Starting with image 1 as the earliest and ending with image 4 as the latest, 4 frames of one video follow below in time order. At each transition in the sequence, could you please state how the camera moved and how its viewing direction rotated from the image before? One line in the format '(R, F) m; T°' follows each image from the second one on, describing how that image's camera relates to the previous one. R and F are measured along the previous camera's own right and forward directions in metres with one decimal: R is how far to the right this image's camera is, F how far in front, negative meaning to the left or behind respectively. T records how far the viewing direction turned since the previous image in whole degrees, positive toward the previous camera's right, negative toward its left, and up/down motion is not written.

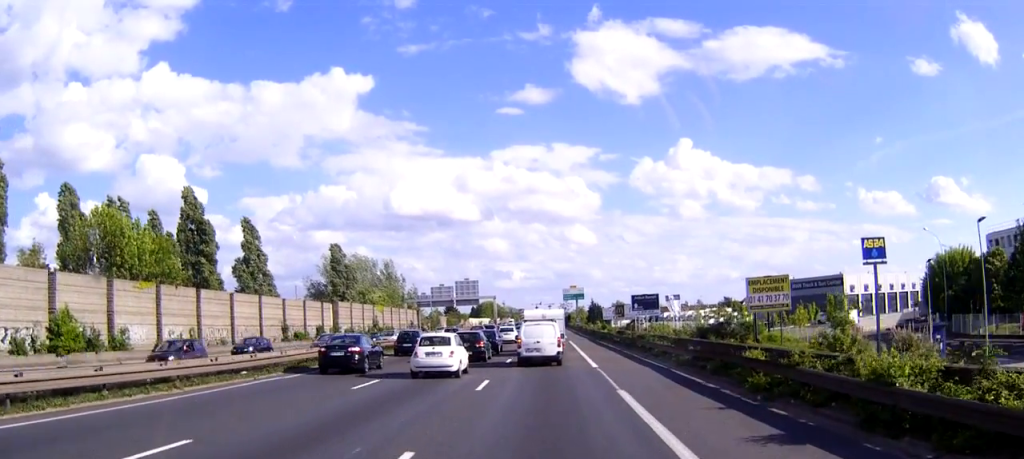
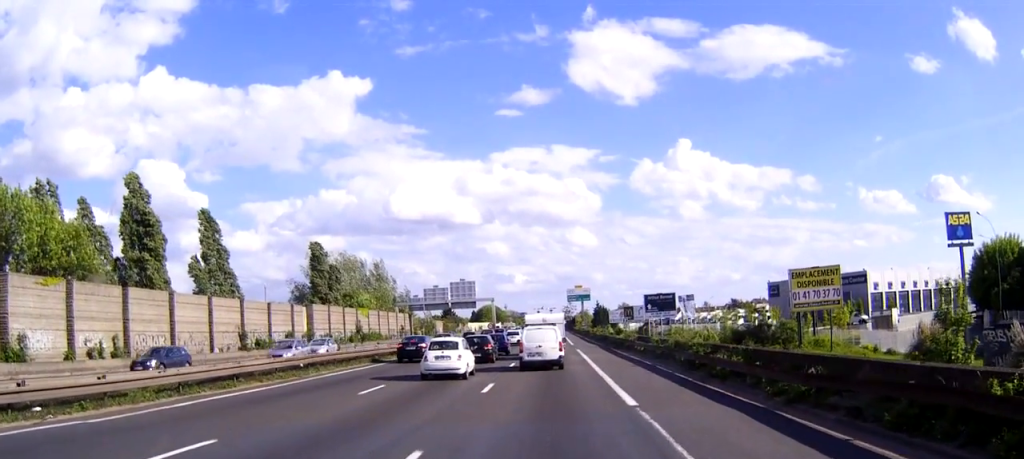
(0.0, +13.2) m; +1°
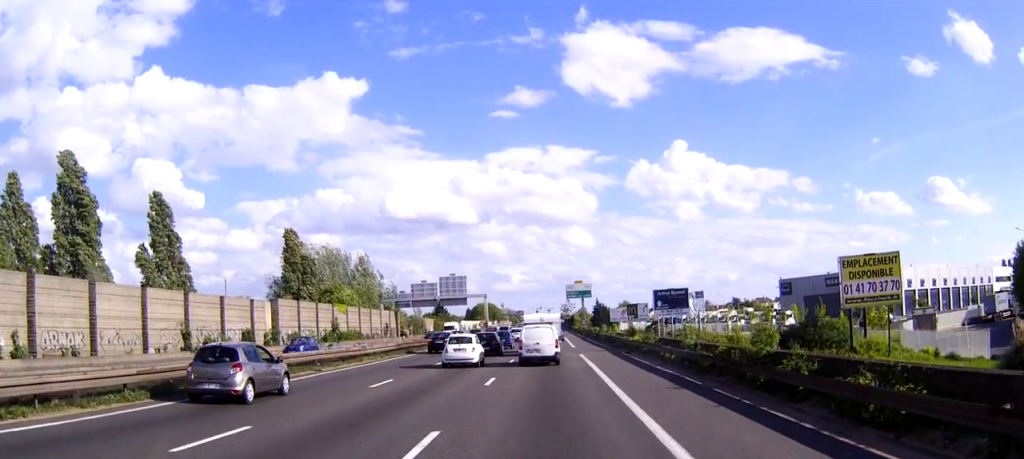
(-0.1, +9.8) m; 0°
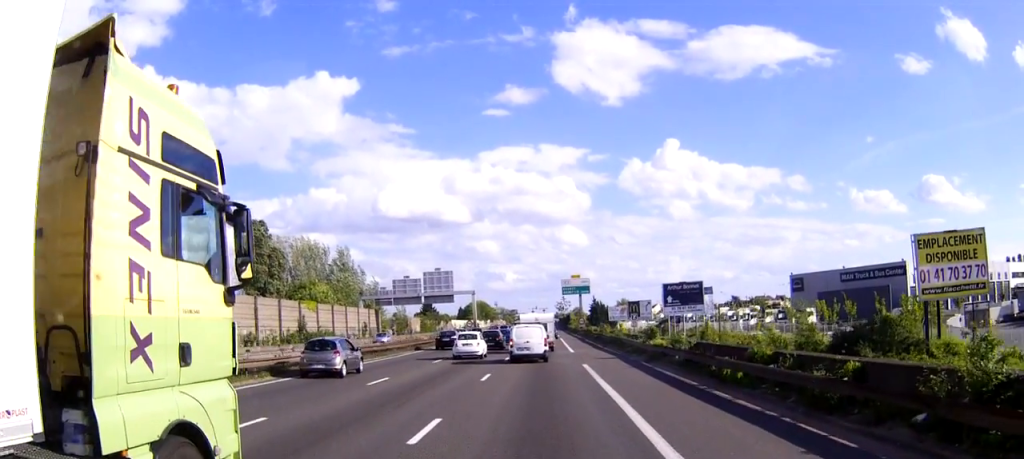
(+0.3, +10.1) m; +1°
